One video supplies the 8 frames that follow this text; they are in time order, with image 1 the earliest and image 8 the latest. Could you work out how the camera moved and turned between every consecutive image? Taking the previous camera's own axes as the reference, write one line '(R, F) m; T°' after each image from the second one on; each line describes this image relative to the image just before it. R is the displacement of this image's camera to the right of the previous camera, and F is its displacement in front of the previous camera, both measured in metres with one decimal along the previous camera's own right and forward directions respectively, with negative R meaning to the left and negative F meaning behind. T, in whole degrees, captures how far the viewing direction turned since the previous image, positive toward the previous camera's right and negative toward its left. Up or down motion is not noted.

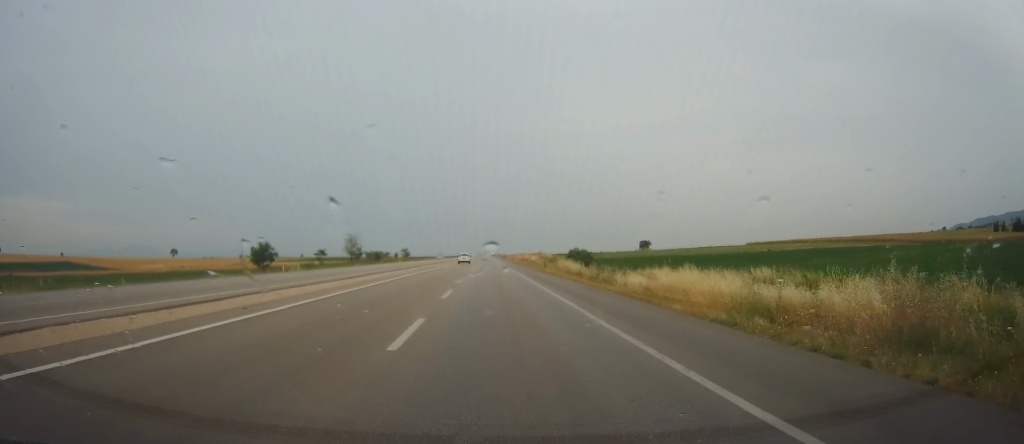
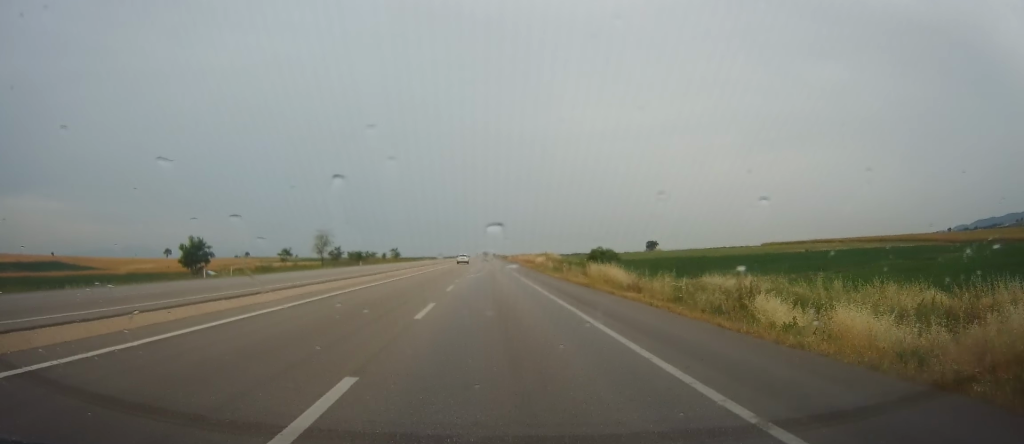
(+0.1, +18.8) m; 0°
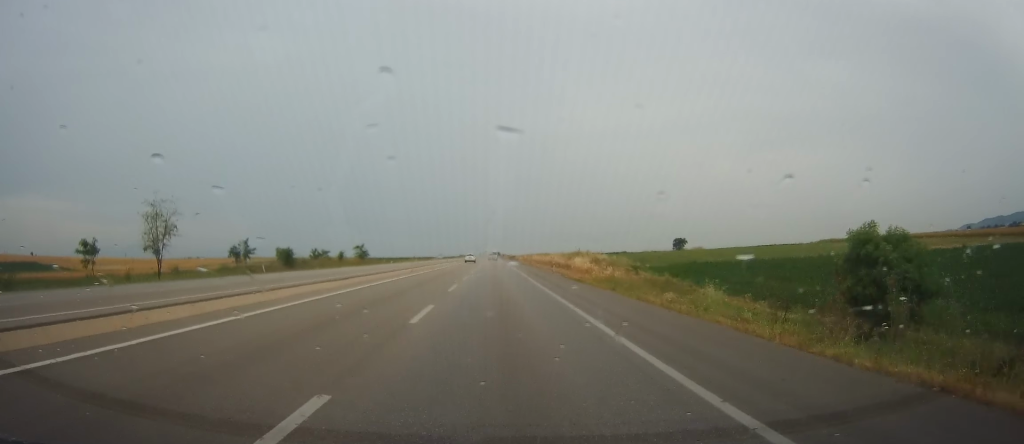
(-1.1, +46.5) m; -2°
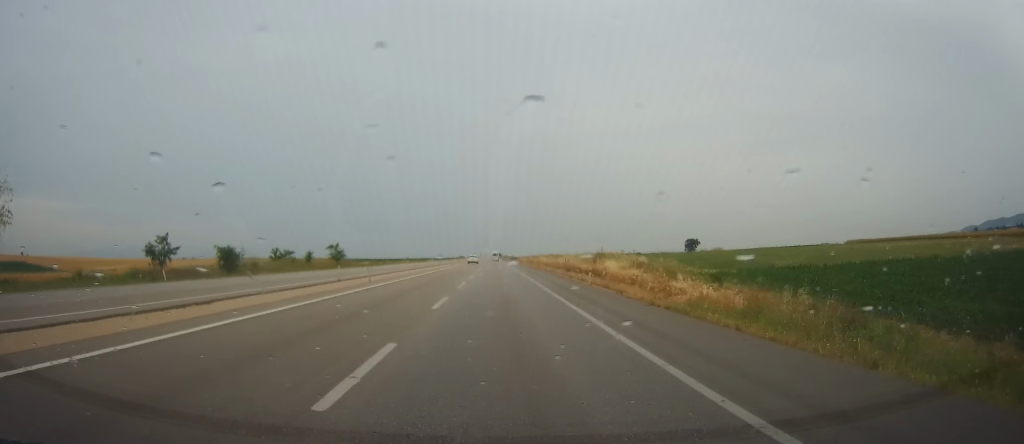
(+0.3, +18.6) m; +1°
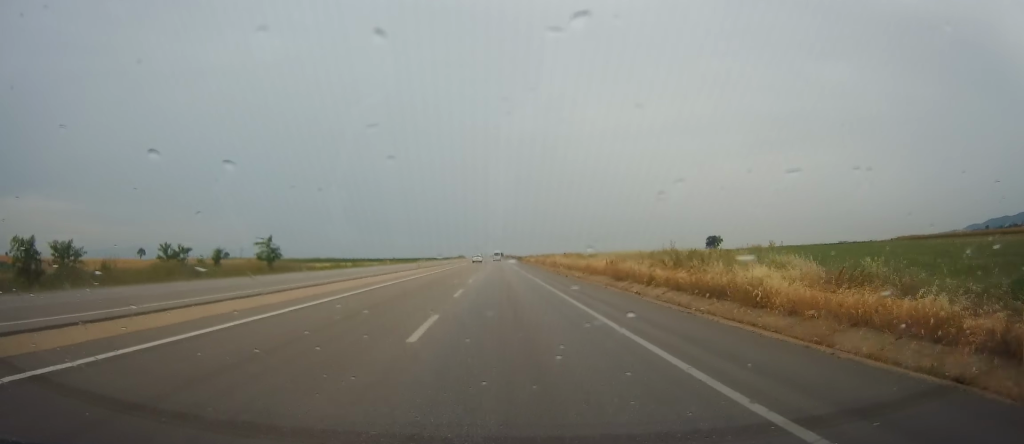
(+0.1, +28.9) m; 0°
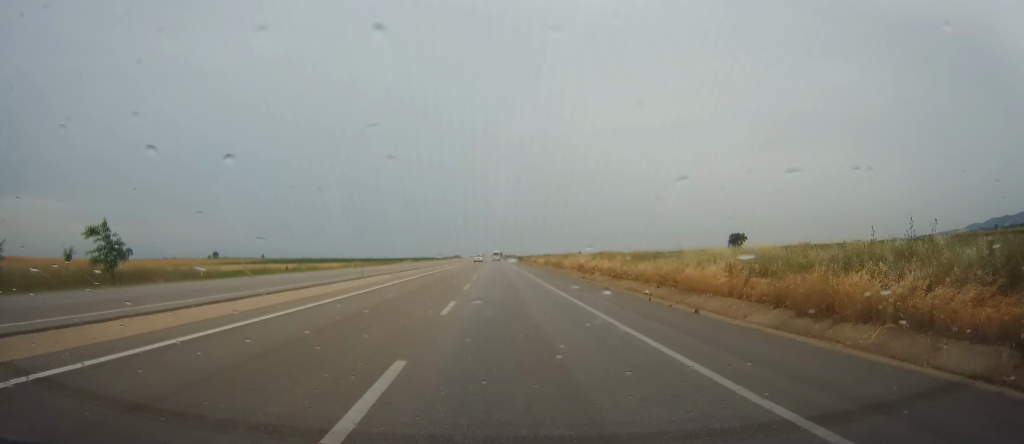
(-0.3, +29.8) m; -1°
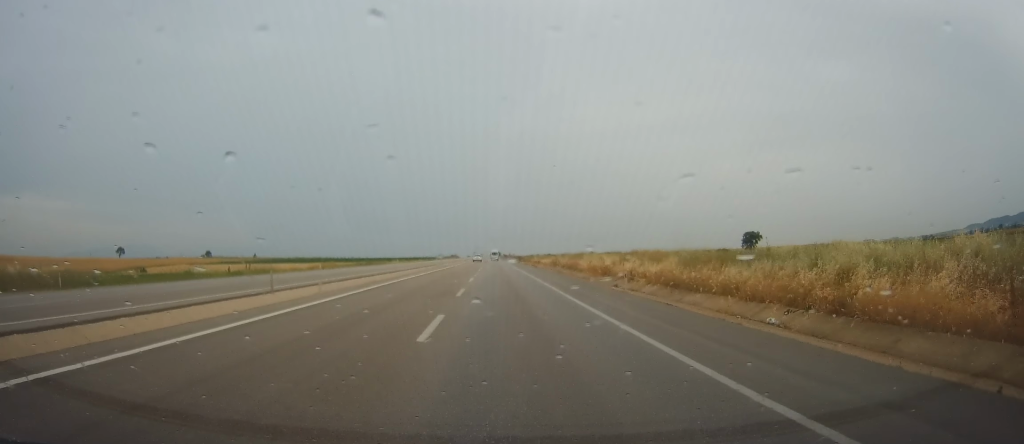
(-0.4, +16.5) m; 0°
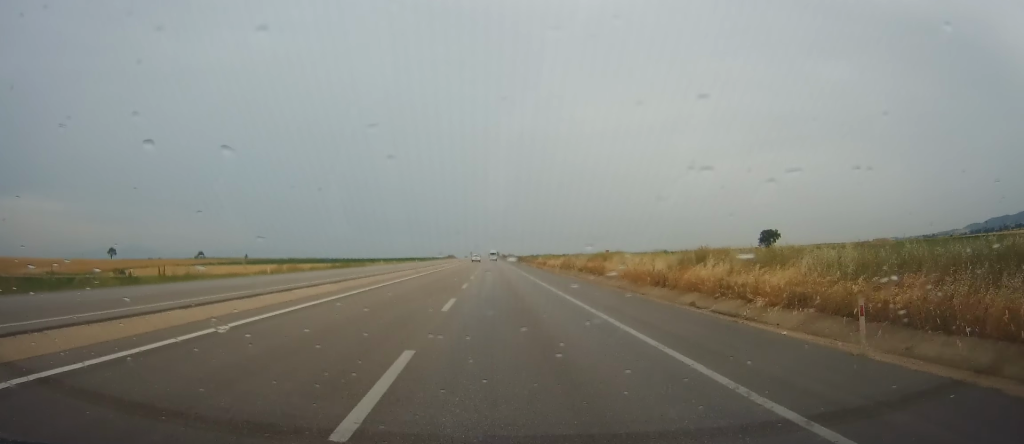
(+0.4, +16.9) m; +1°
